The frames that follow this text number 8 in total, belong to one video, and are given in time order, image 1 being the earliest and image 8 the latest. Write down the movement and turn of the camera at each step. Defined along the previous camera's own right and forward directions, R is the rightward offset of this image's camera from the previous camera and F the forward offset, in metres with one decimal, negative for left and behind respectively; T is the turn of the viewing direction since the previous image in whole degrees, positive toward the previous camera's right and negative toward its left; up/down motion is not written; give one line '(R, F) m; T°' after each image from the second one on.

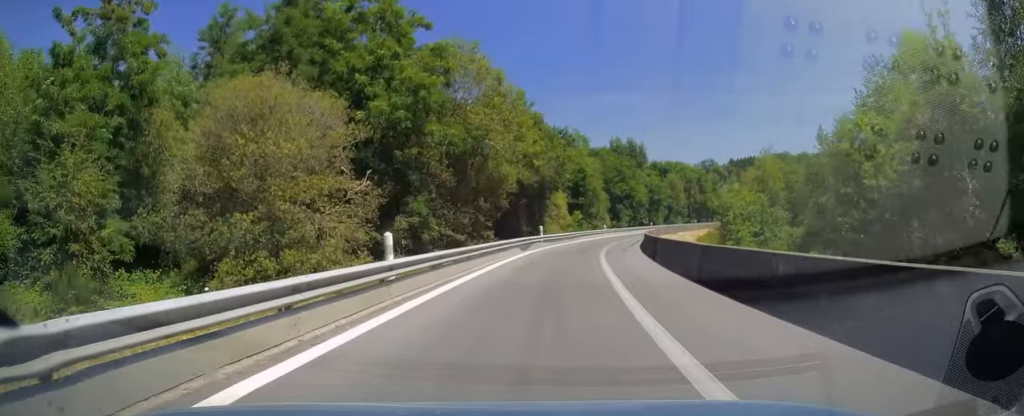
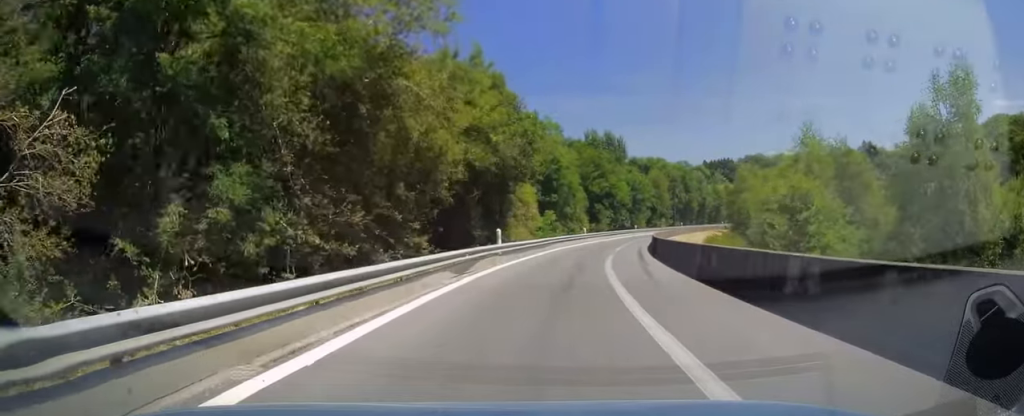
(+0.7, +14.9) m; +4°
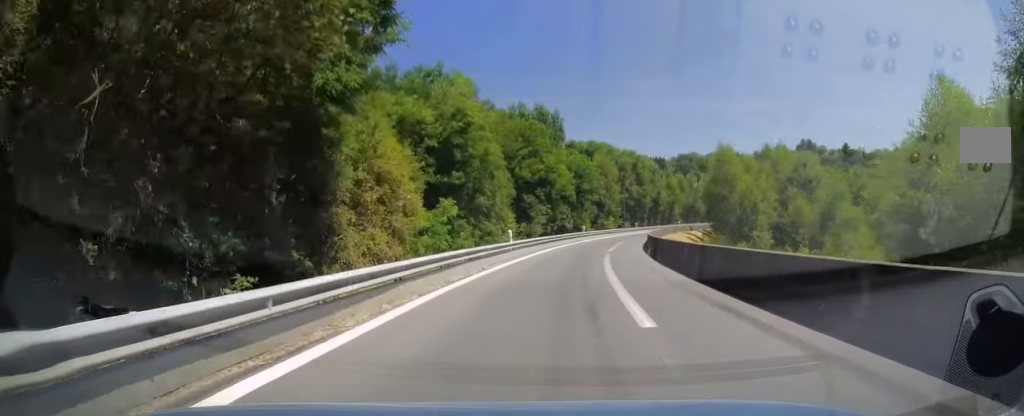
(+1.0, +27.1) m; +5°
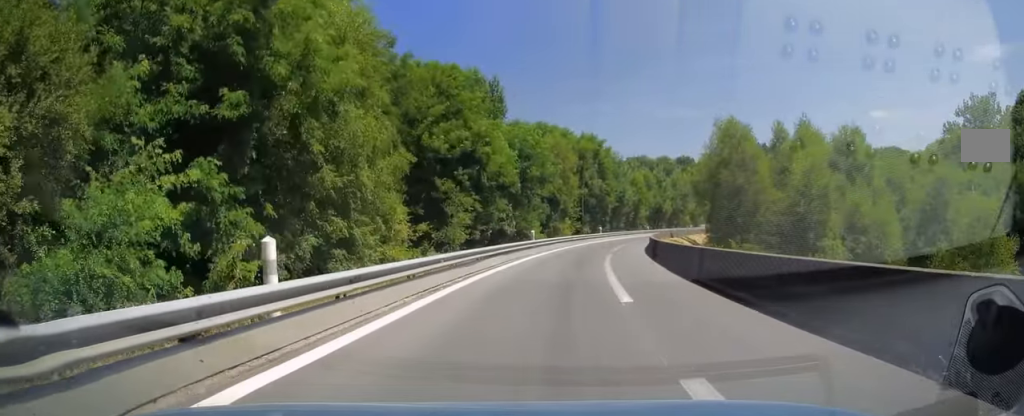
(+1.1, +22.7) m; +6°
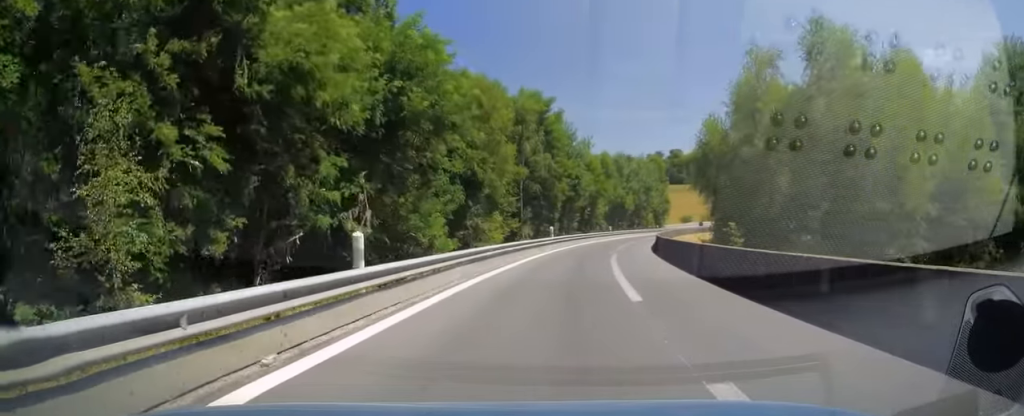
(+1.6, +25.9) m; +6°
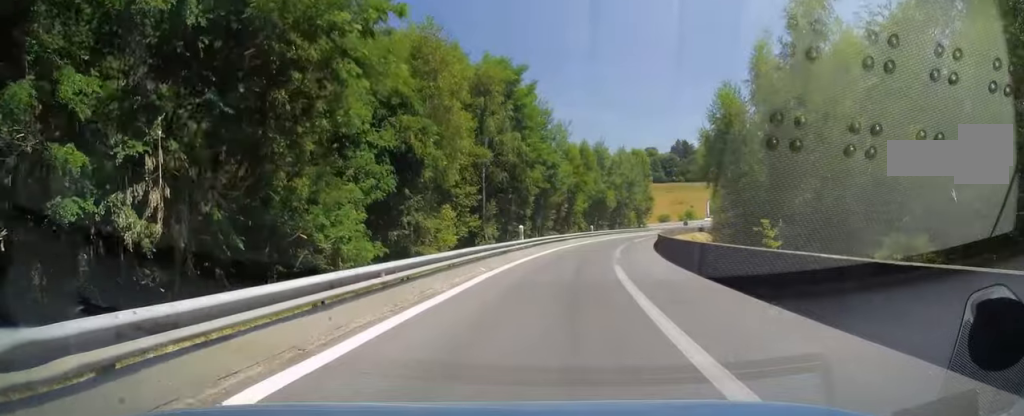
(+0.2, +10.6) m; +2°
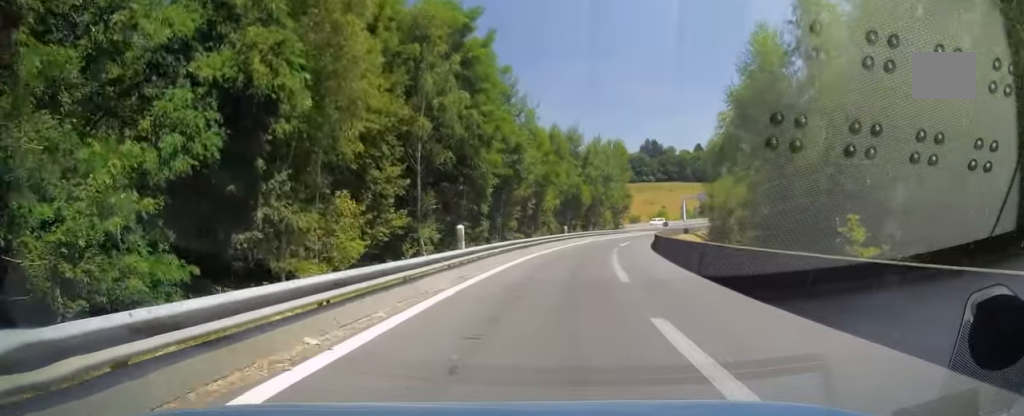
(0.0, +11.7) m; +2°
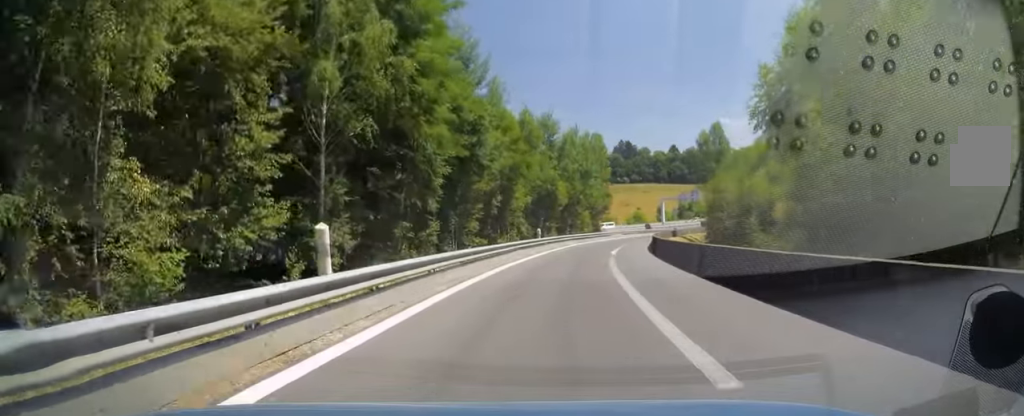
(+0.4, +9.7) m; +2°
